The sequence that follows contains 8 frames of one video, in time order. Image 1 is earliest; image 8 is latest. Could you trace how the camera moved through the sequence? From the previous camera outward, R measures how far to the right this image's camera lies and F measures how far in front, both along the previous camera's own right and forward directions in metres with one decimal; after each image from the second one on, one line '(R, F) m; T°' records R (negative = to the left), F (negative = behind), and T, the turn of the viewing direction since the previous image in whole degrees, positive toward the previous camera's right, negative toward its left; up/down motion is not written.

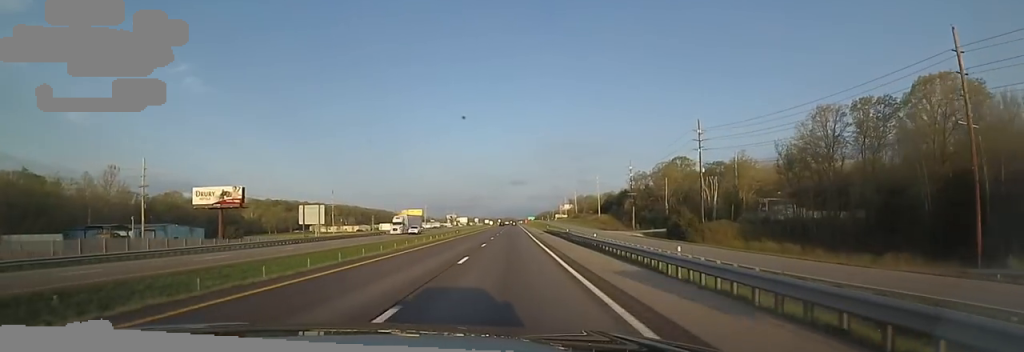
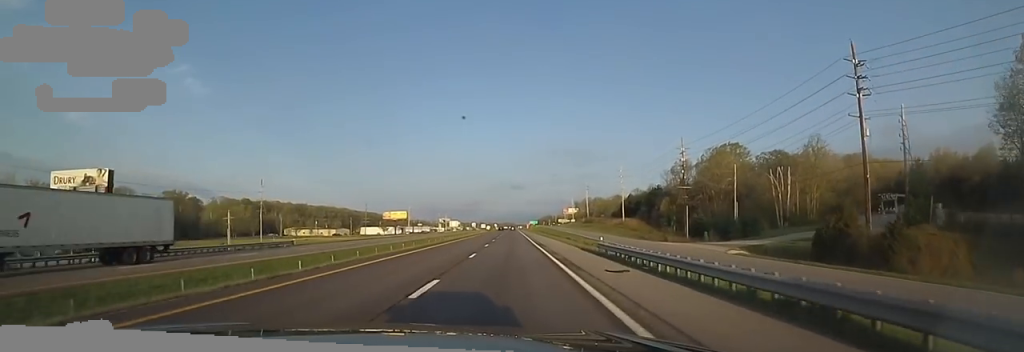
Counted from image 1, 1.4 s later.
(+0.7, +43.7) m; 0°
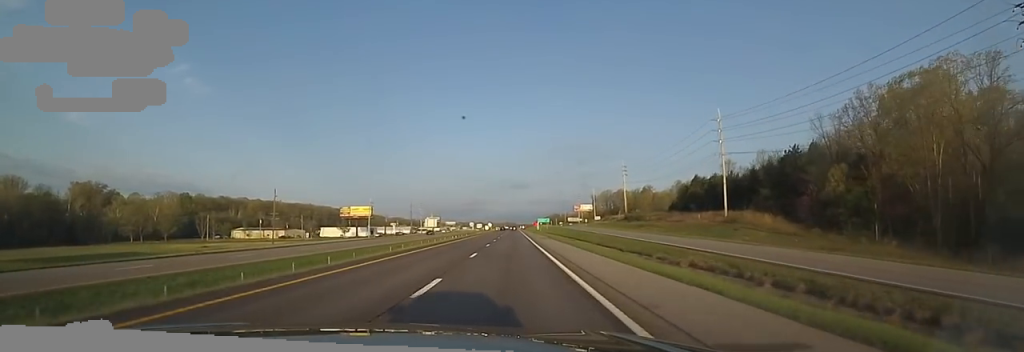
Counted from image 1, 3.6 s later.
(-0.6, +72.2) m; -1°
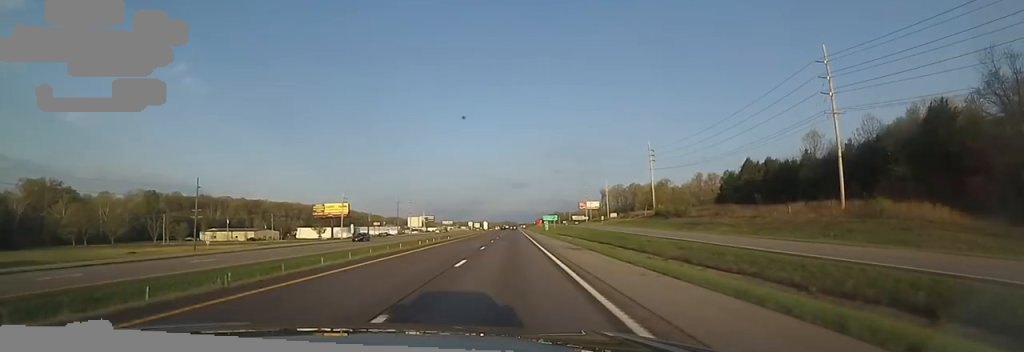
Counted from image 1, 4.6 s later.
(-0.3, +30.0) m; 0°
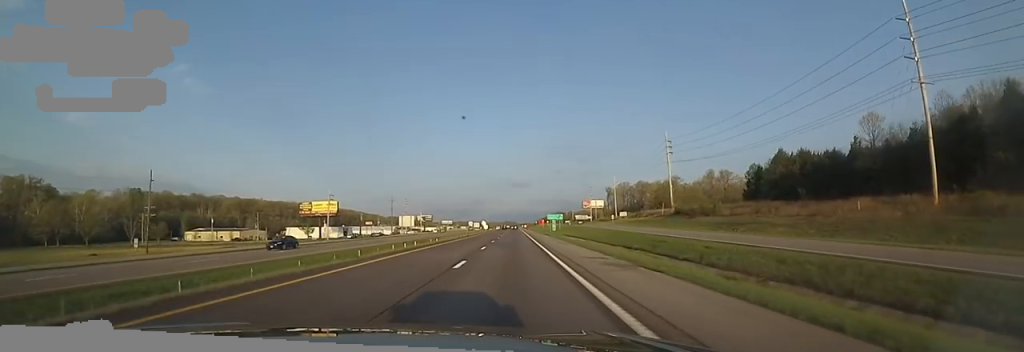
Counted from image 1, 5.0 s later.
(0.0, +12.9) m; +1°
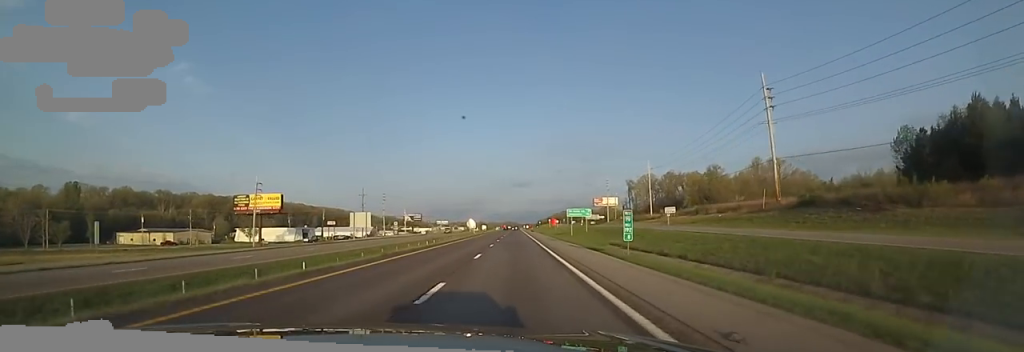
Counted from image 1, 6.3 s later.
(+0.2, +43.0) m; -1°
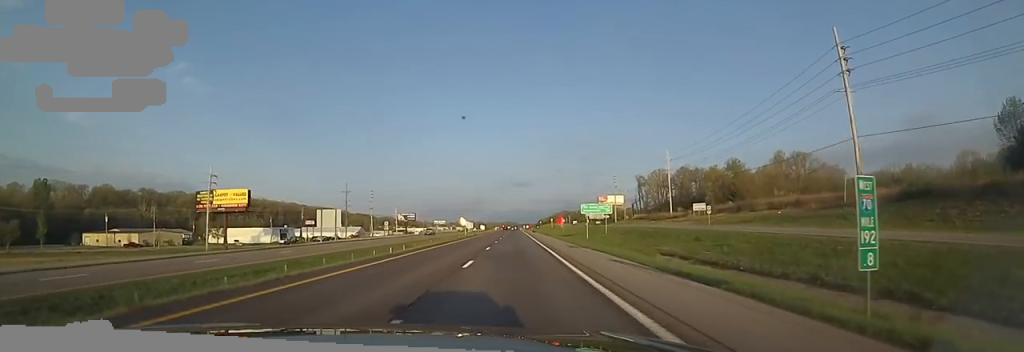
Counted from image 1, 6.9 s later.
(-0.7, +16.8) m; 0°
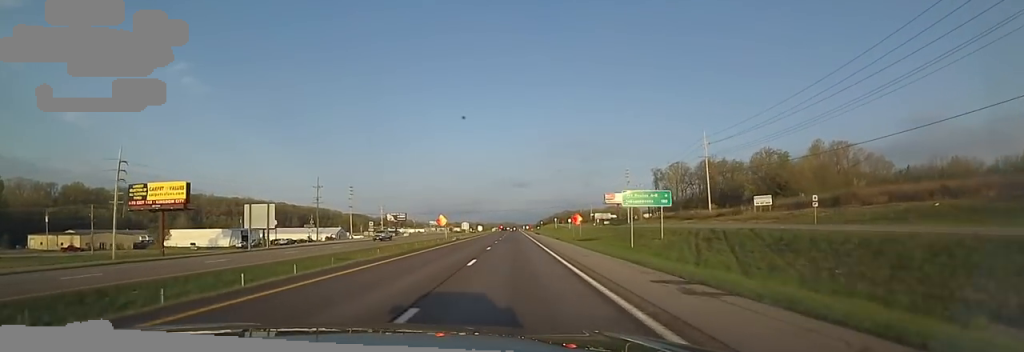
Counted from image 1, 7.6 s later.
(+0.7, +23.6) m; 0°
